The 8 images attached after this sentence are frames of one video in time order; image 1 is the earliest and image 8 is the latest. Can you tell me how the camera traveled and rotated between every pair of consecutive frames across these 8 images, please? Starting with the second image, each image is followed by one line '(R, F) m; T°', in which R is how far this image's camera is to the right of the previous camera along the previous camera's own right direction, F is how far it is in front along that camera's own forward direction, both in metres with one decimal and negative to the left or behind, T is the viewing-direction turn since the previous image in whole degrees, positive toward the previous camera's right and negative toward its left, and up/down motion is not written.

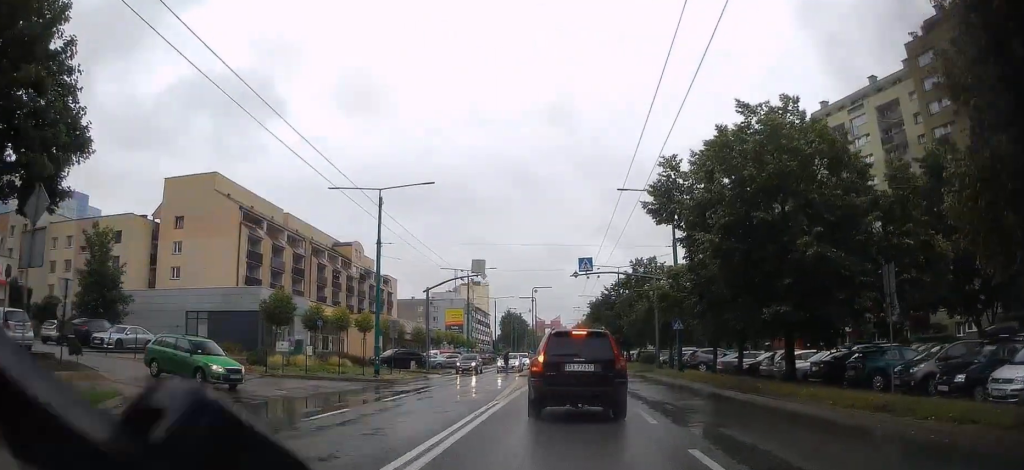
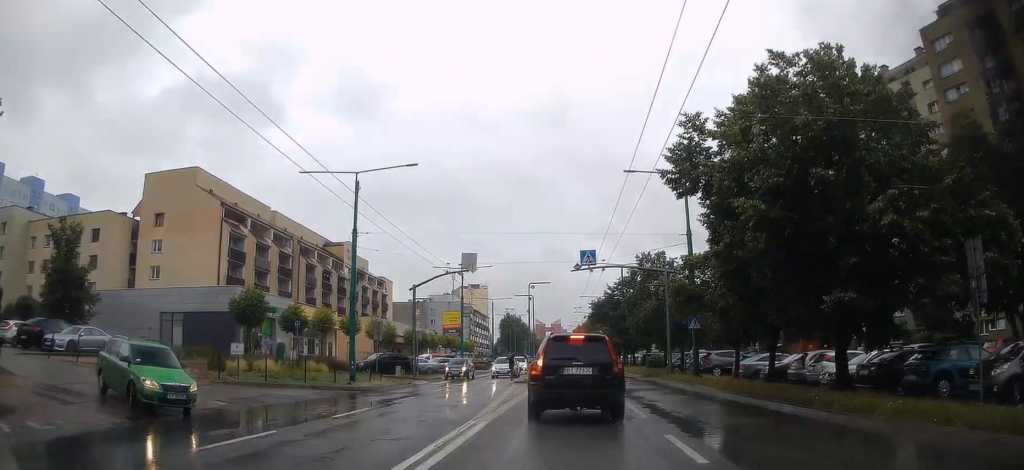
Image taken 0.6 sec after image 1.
(0.0, +3.7) m; +1°
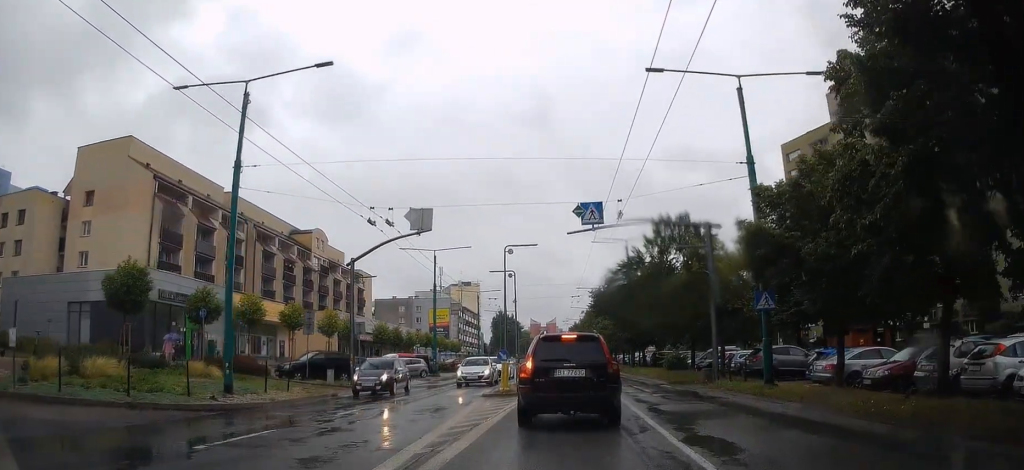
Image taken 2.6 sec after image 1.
(+0.4, +8.8) m; +5°
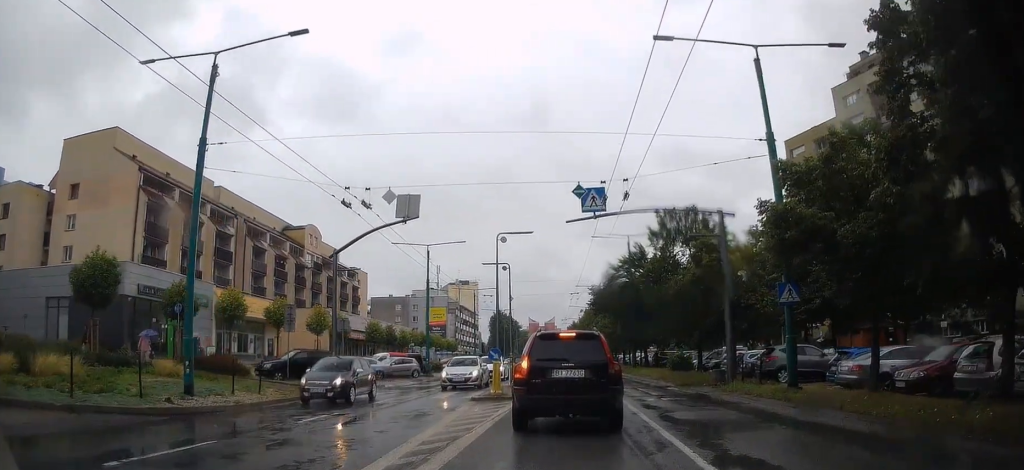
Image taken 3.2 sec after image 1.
(+0.1, +1.5) m; -2°
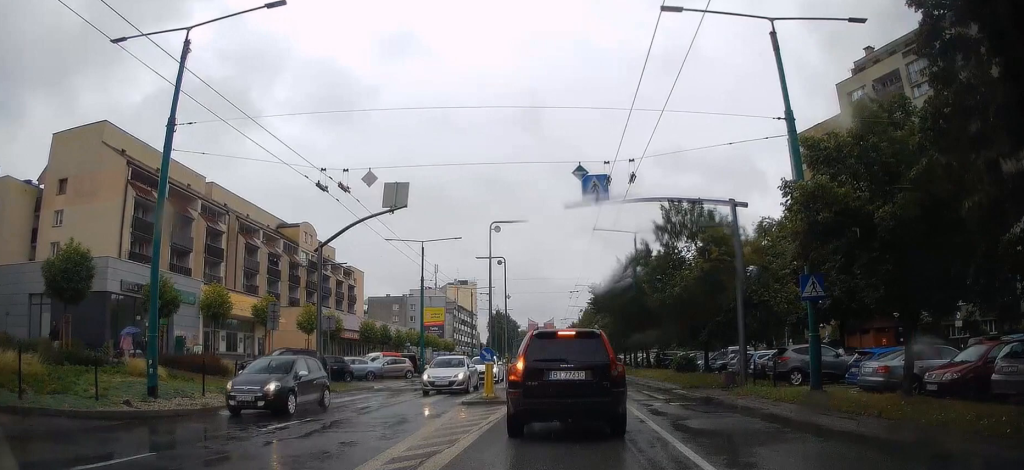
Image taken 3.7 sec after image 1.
(-0.1, +1.0) m; 0°
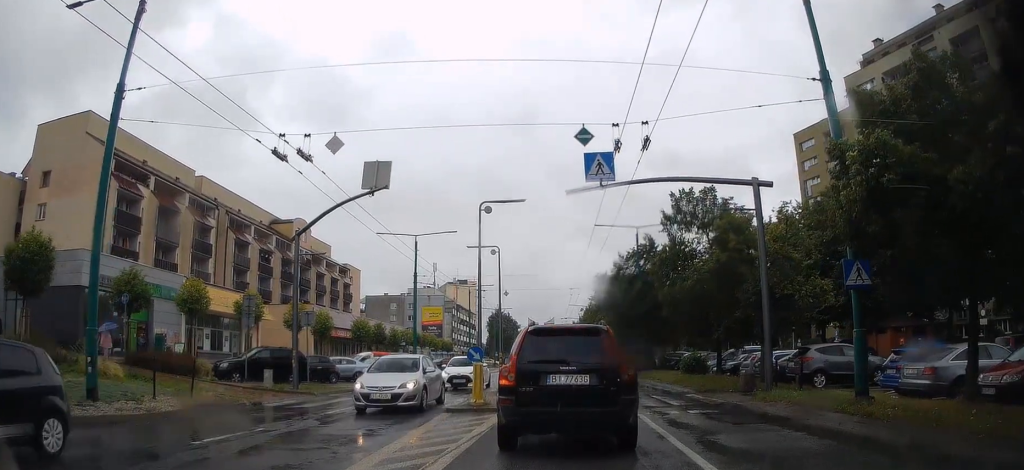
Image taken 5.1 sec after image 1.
(+0.4, +1.6) m; 0°
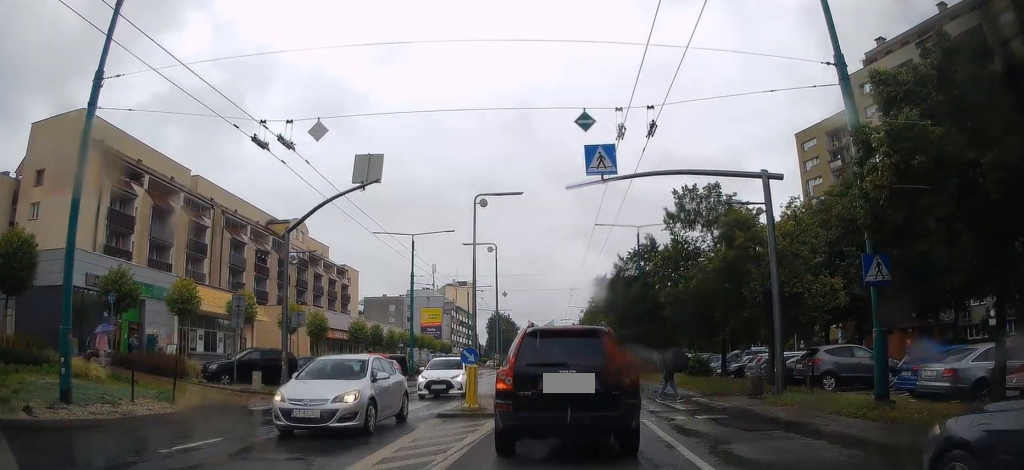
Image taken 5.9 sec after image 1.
(+0.1, +1.1) m; -3°
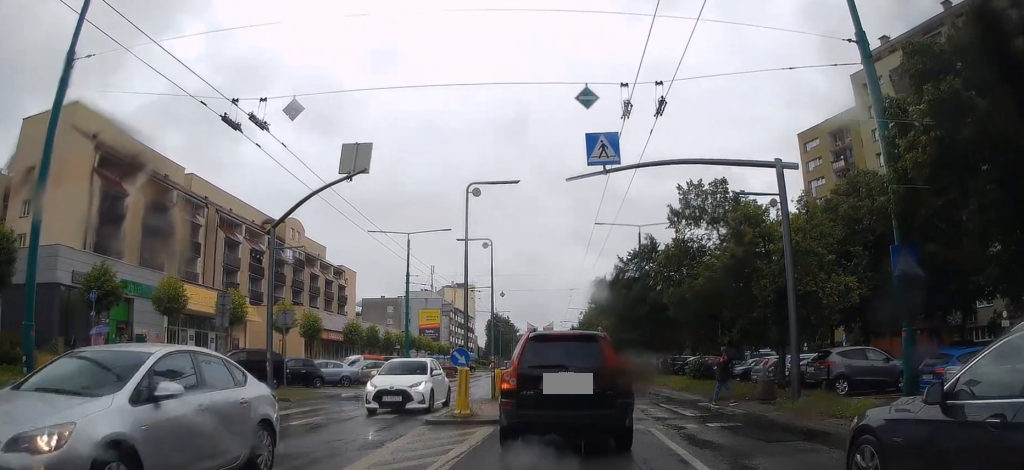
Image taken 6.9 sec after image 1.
(-0.1, +2.1) m; 0°
